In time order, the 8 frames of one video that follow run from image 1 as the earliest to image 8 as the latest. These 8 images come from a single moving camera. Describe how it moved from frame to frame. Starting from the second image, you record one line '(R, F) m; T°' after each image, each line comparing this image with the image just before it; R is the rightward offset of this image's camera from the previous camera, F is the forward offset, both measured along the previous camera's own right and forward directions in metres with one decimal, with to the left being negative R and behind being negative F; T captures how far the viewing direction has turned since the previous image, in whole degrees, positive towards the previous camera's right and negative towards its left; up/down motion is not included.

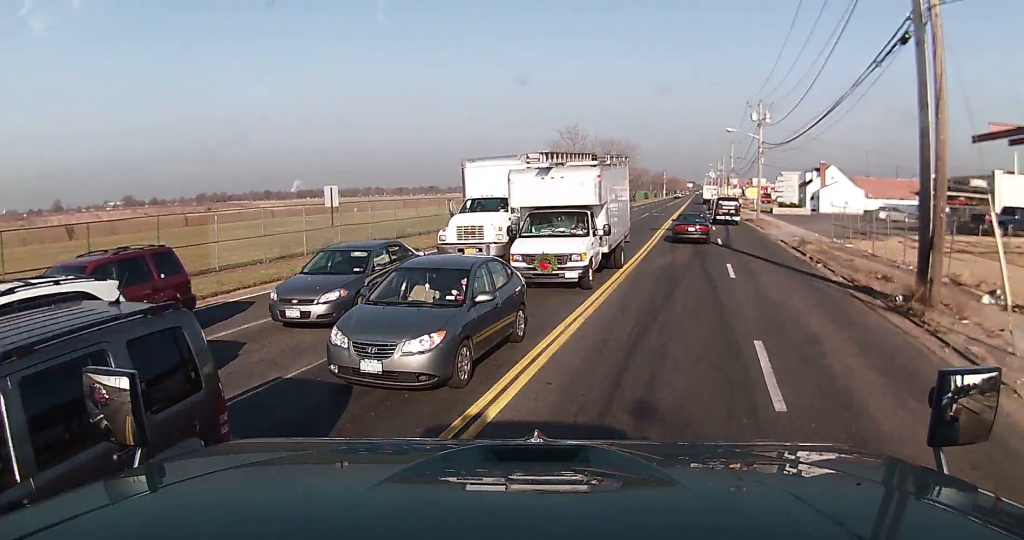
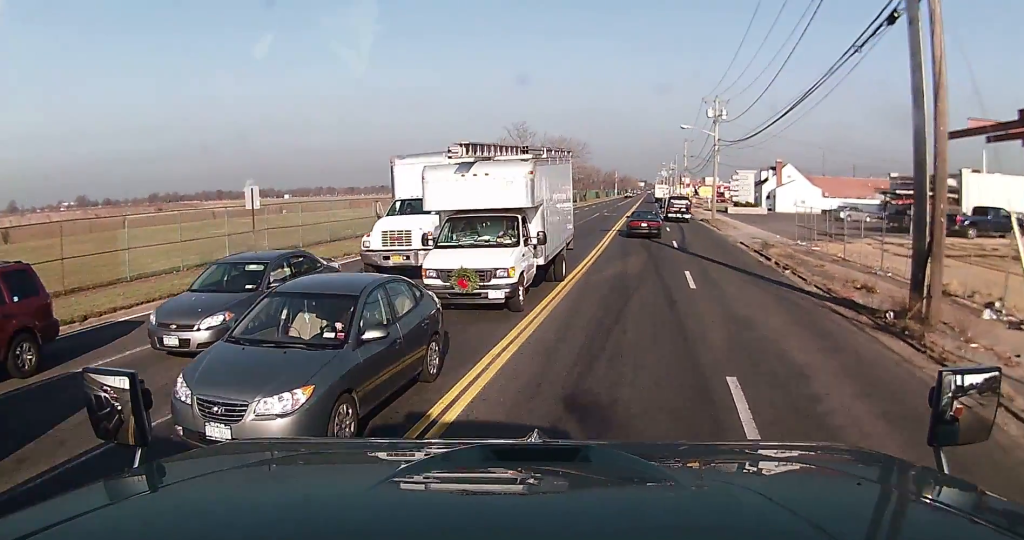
(0.0, +2.0) m; +5°
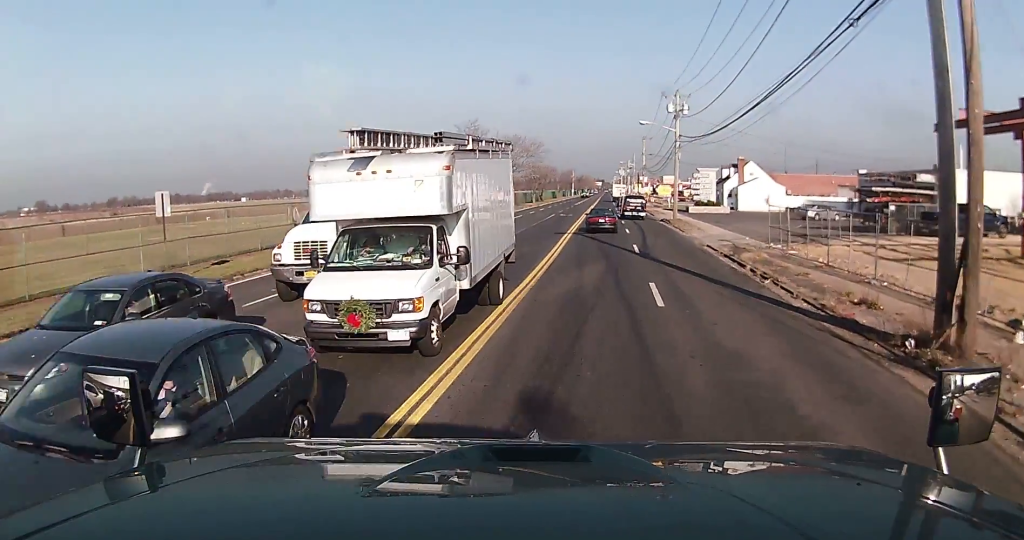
(+0.5, +2.5) m; +6°
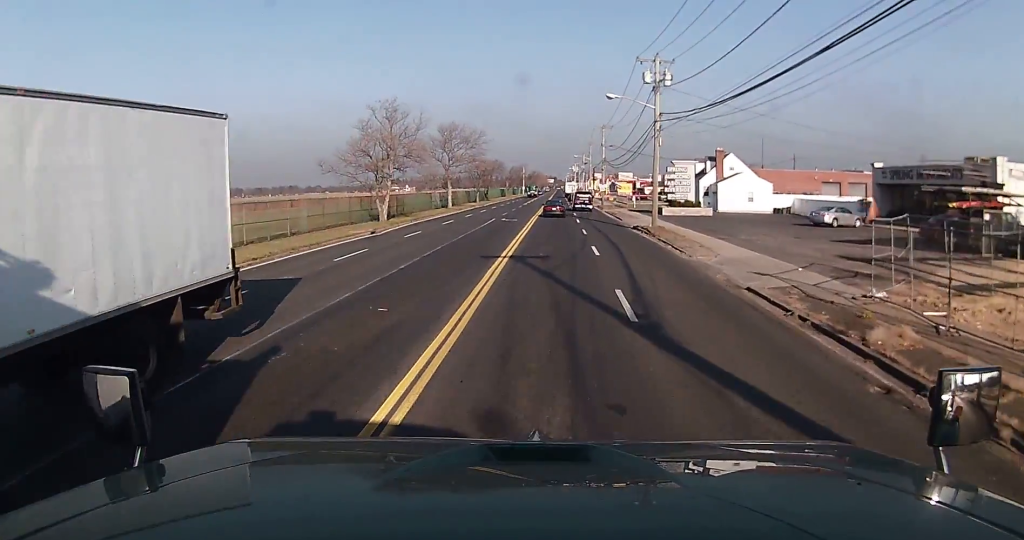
(+1.4, +11.7) m; +8°
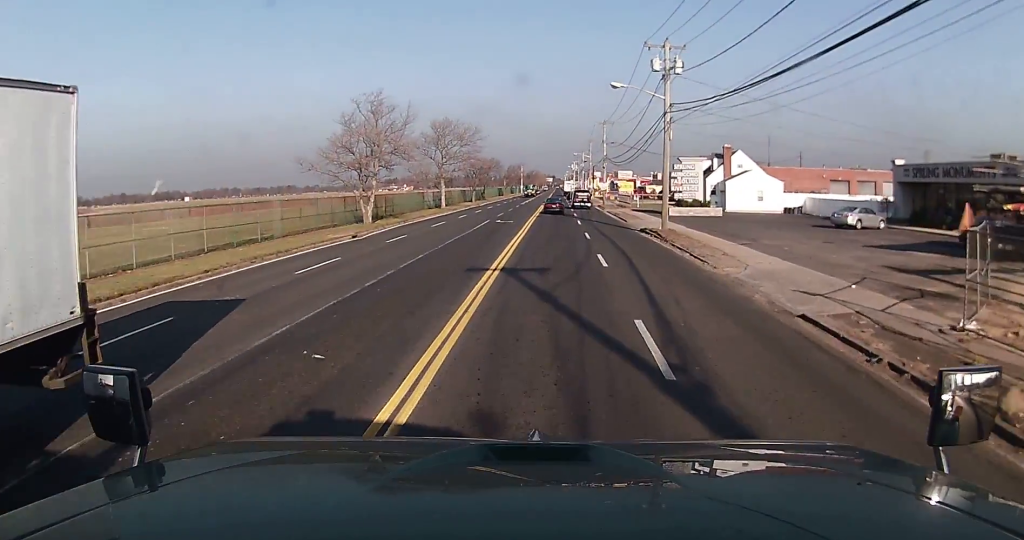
(+0.1, +3.2) m; 0°
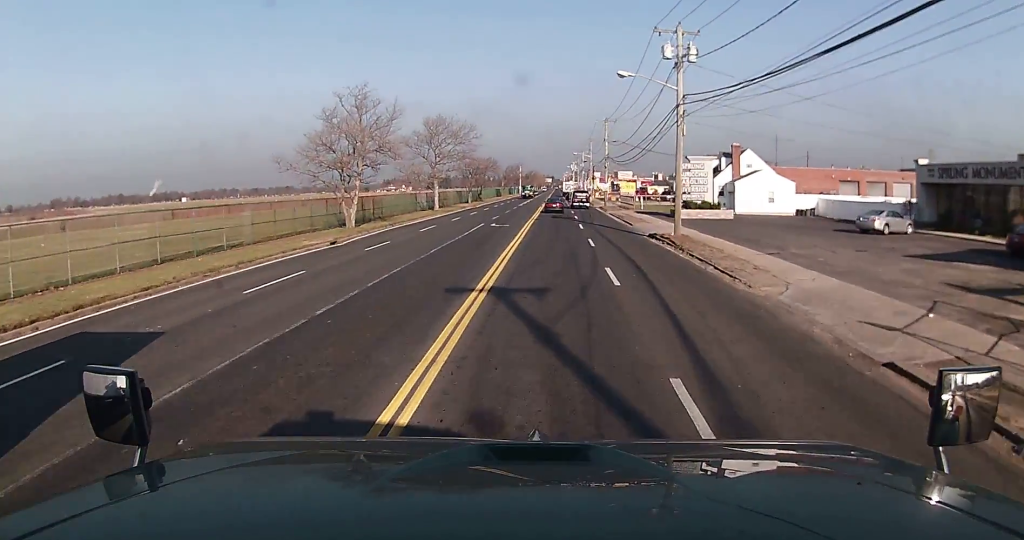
(-0.2, +3.3) m; 0°
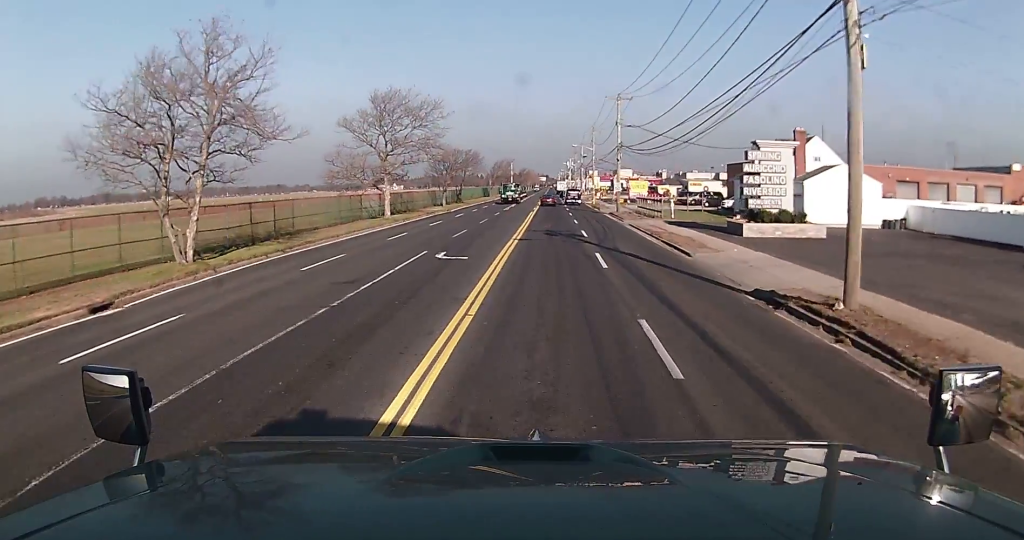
(+0.6, +17.2) m; +2°
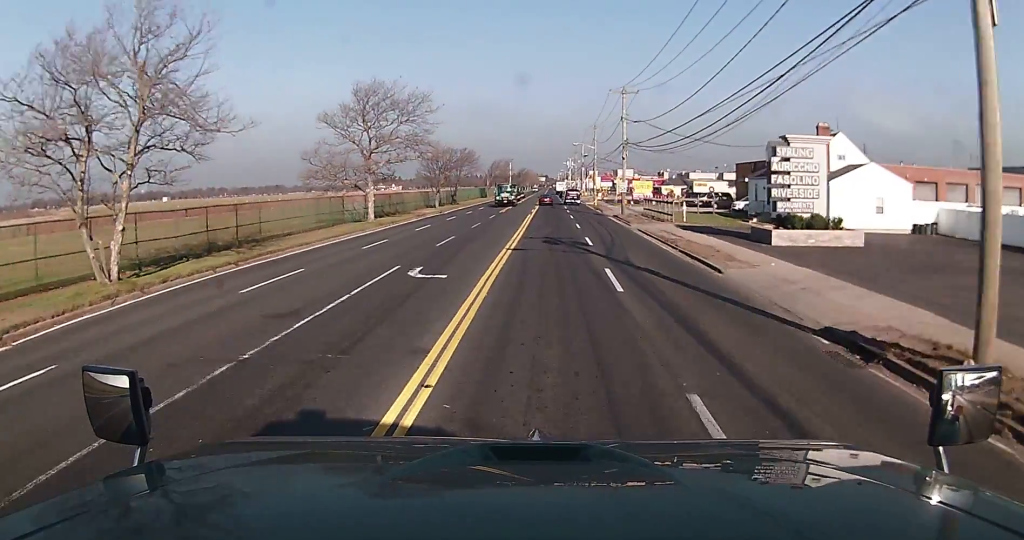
(+0.1, +4.1) m; -1°
